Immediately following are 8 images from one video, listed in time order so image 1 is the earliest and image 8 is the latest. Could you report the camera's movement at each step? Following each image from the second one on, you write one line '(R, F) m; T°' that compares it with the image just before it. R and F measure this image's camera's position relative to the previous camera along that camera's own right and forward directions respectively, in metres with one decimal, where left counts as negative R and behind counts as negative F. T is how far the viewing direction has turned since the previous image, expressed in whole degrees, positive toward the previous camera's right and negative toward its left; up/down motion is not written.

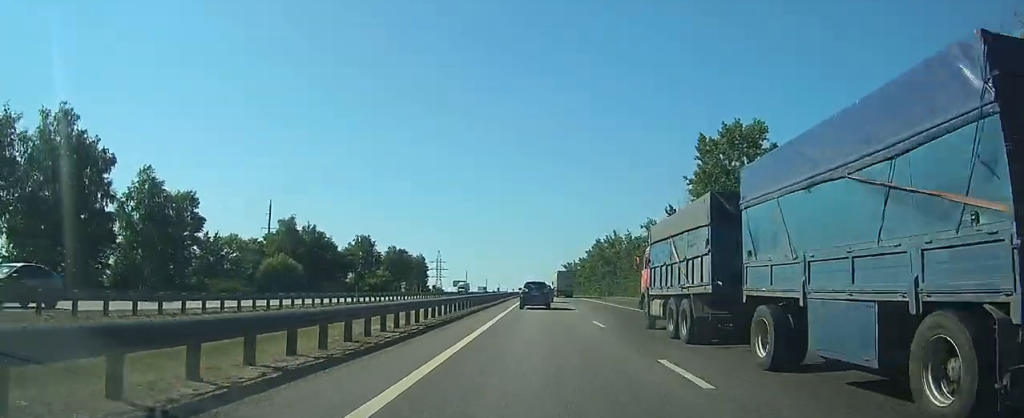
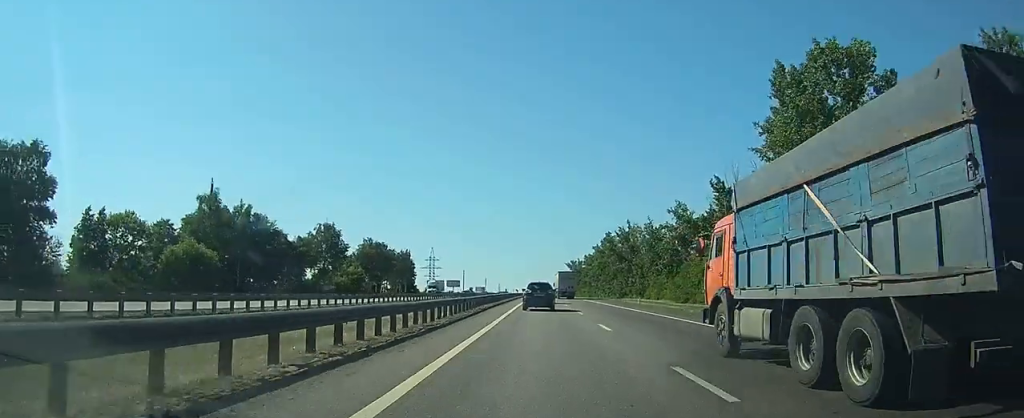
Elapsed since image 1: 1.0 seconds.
(+0.2, +23.4) m; 0°
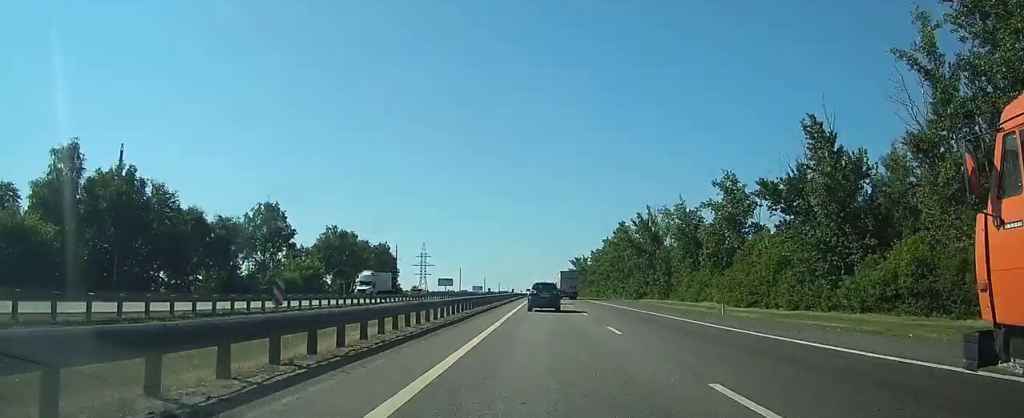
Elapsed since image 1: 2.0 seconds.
(-0.2, +23.9) m; 0°
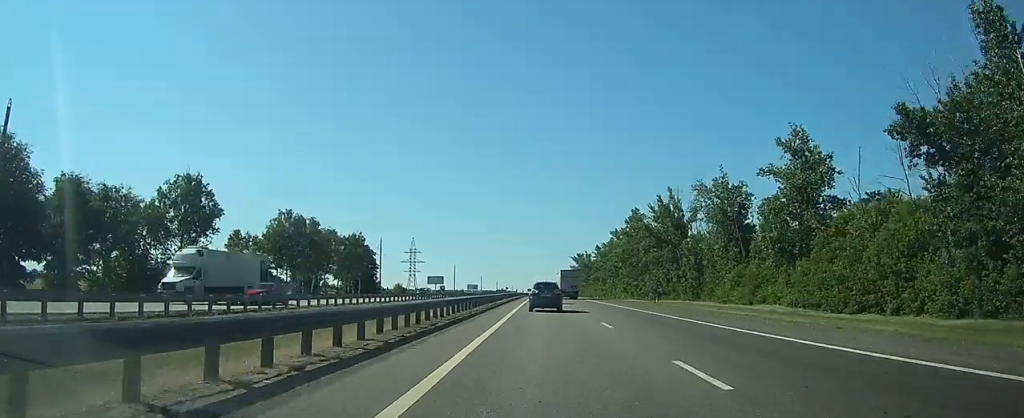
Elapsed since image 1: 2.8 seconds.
(0.0, +20.1) m; 0°
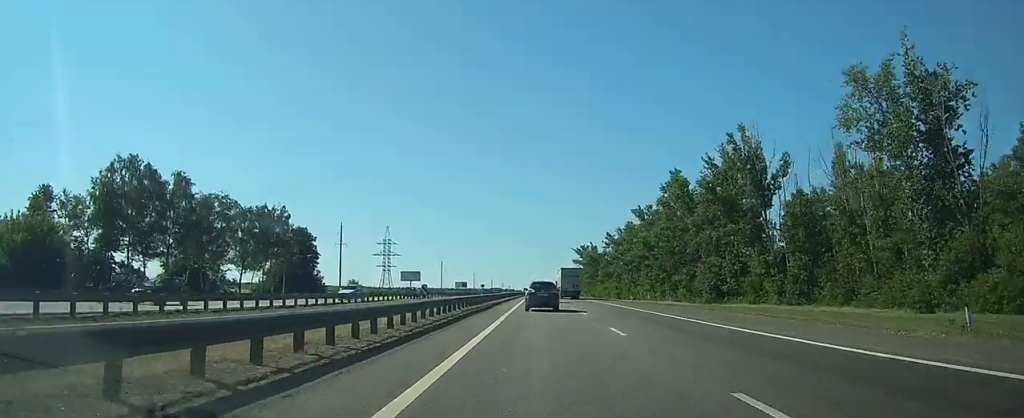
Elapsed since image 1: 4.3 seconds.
(-0.1, +38.1) m; 0°
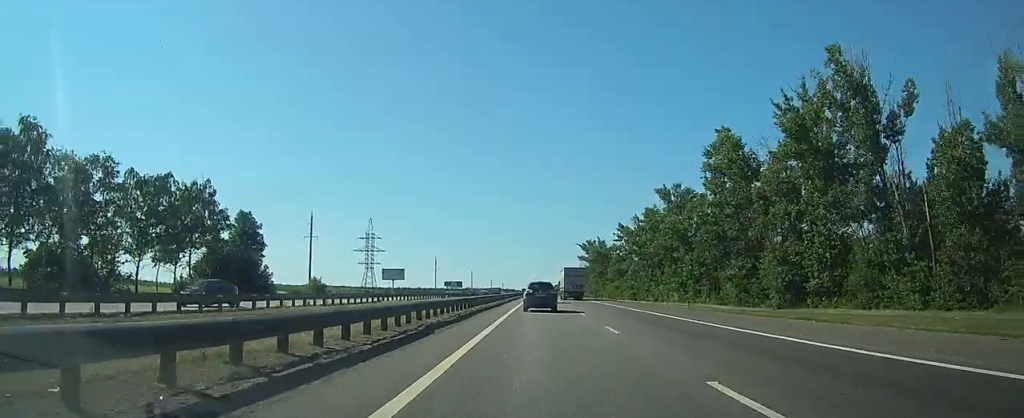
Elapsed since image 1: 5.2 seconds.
(0.0, +22.9) m; 0°
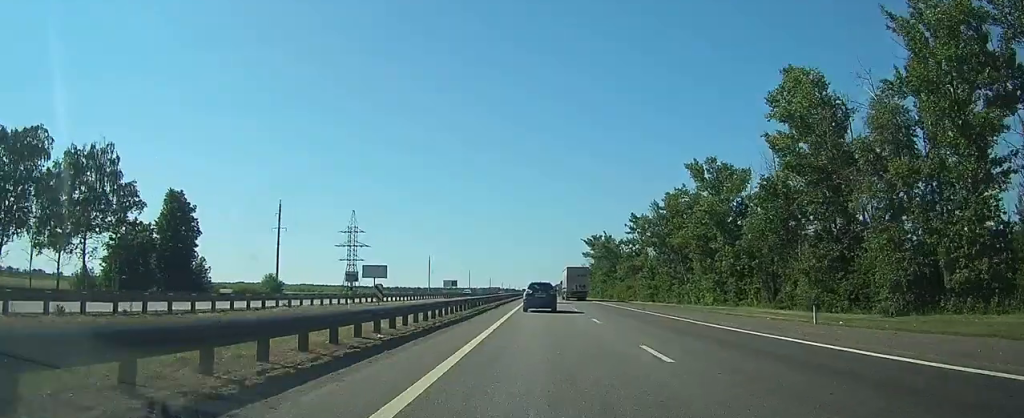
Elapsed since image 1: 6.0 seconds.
(0.0, +18.7) m; 0°
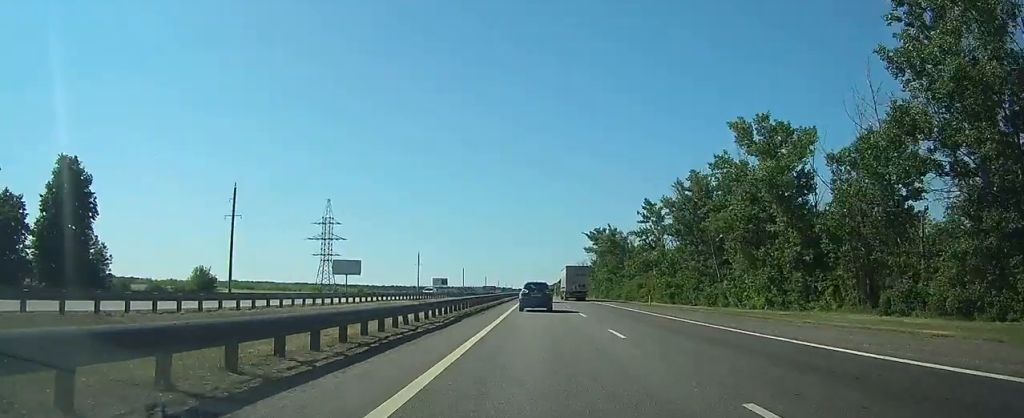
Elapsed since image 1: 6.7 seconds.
(0.0, +18.8) m; 0°
